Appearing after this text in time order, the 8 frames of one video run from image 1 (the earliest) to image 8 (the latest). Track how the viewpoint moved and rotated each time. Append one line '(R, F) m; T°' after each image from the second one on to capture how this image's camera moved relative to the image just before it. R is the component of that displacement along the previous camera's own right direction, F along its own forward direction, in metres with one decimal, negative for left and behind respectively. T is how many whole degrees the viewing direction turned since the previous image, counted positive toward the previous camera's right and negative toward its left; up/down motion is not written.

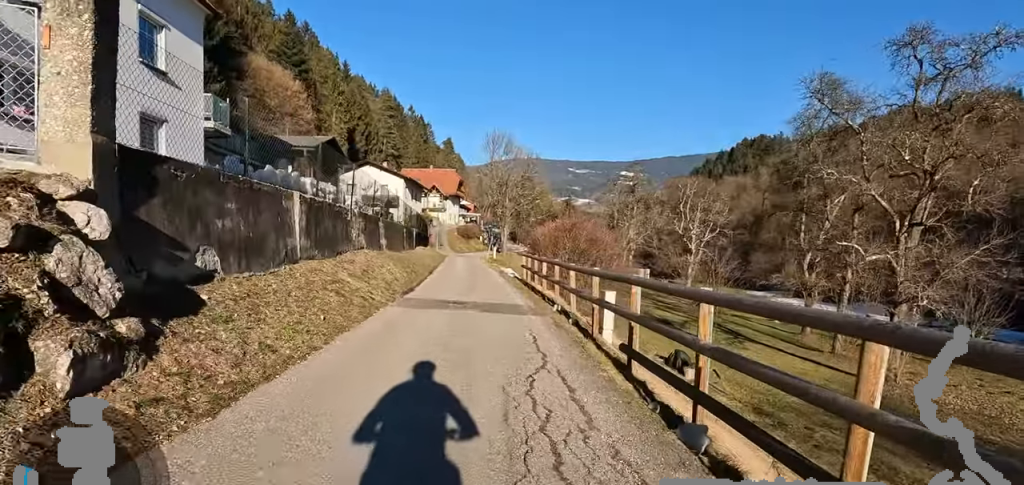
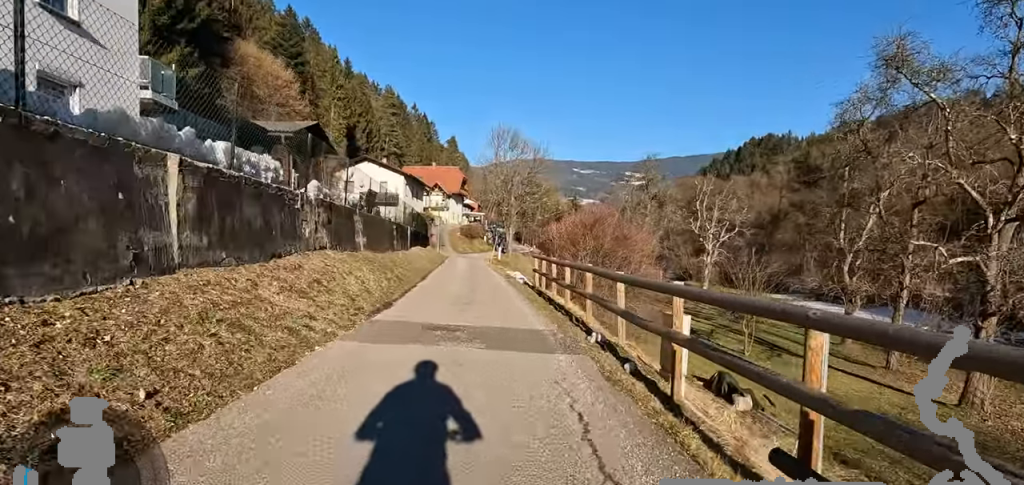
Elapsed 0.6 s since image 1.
(+0.5, +3.3) m; -5°
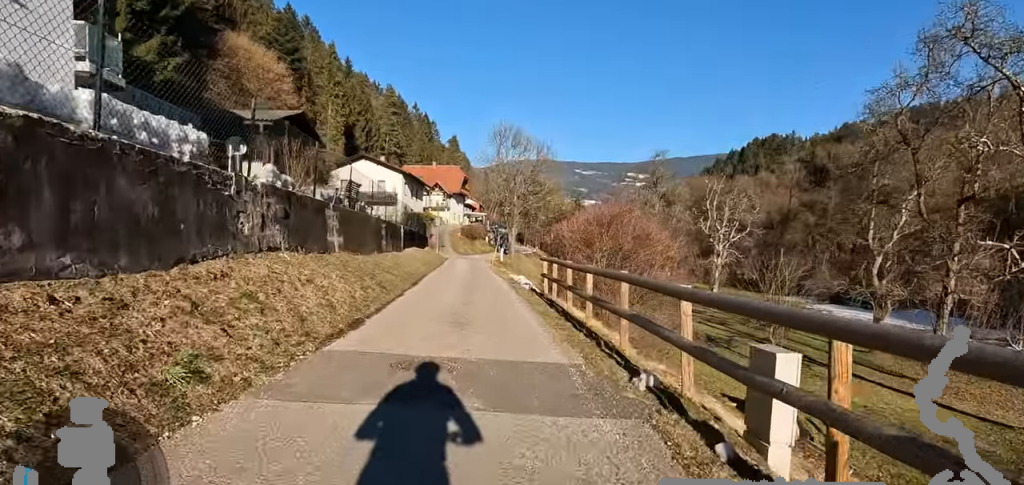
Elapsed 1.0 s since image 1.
(-0.3, +2.2) m; -1°
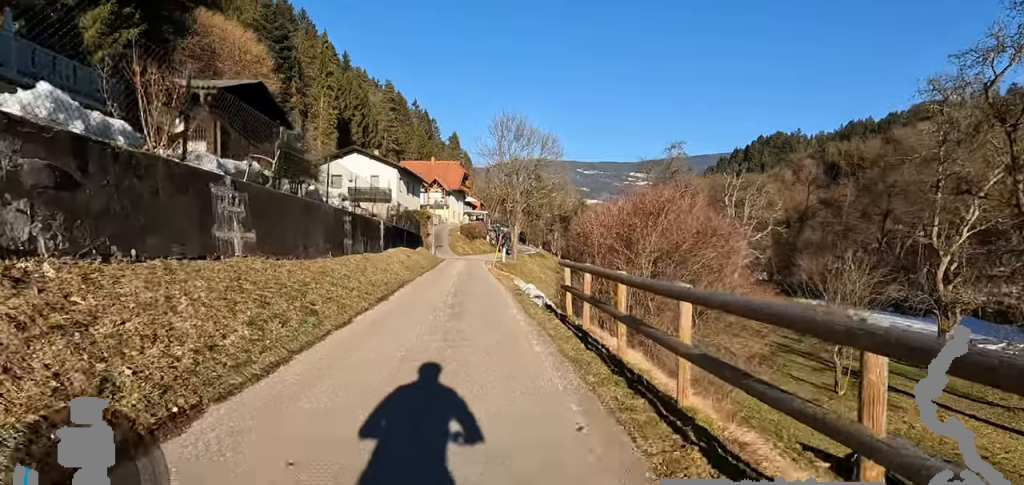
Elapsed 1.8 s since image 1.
(-1.0, +4.1) m; +1°
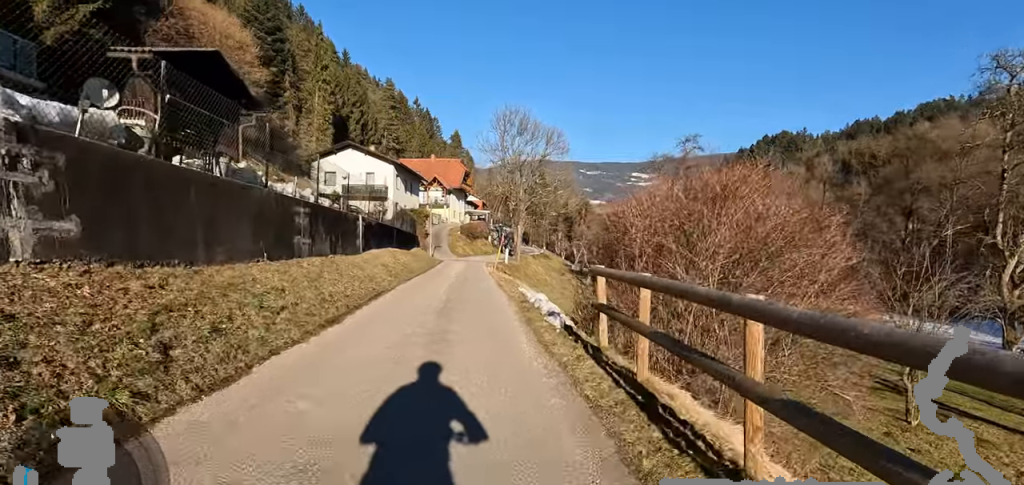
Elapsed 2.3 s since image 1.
(+0.9, +3.0) m; 0°
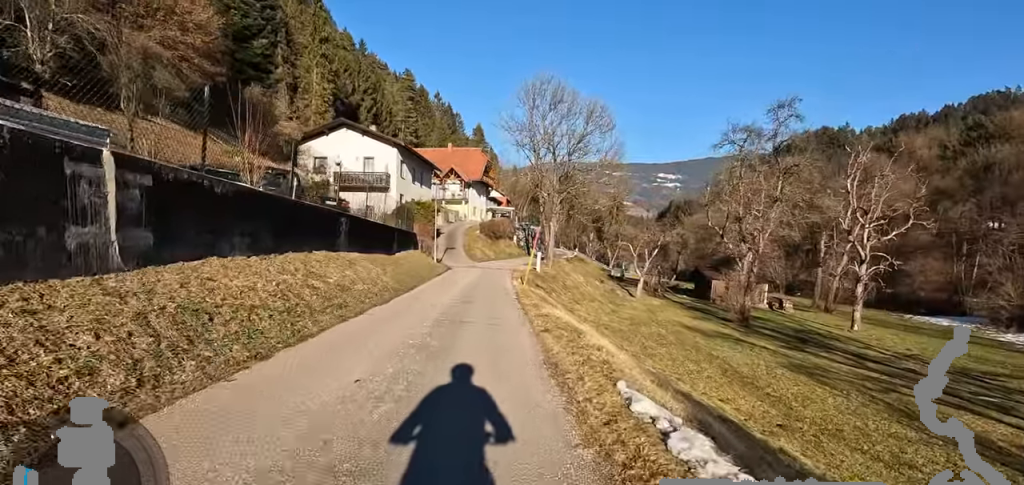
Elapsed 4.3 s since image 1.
(-0.1, +10.7) m; 0°
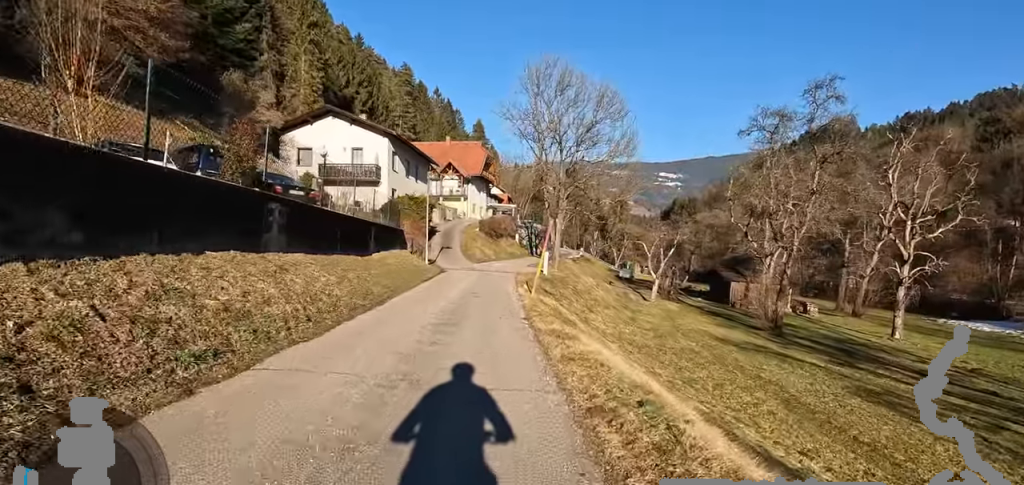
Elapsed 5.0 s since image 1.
(+0.4, +3.8) m; 0°
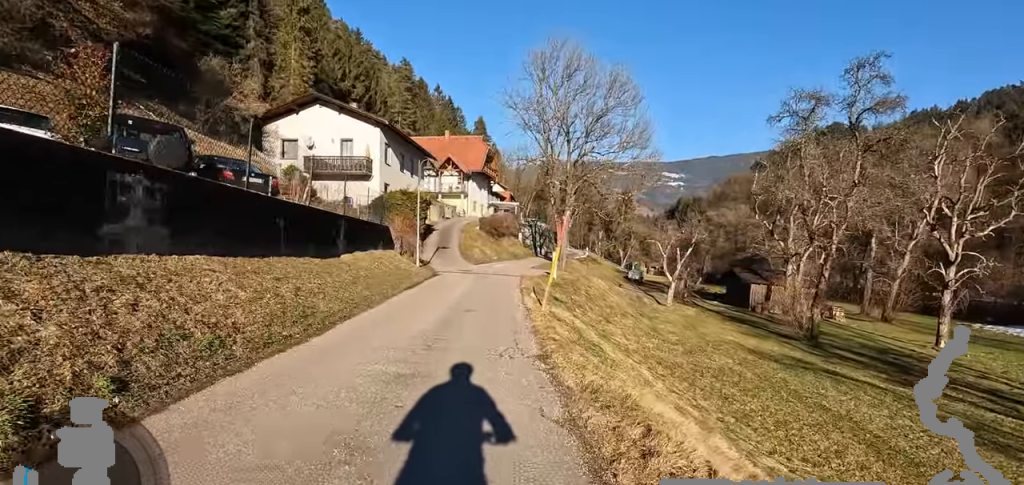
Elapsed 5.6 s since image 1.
(-1.0, +3.4) m; 0°
